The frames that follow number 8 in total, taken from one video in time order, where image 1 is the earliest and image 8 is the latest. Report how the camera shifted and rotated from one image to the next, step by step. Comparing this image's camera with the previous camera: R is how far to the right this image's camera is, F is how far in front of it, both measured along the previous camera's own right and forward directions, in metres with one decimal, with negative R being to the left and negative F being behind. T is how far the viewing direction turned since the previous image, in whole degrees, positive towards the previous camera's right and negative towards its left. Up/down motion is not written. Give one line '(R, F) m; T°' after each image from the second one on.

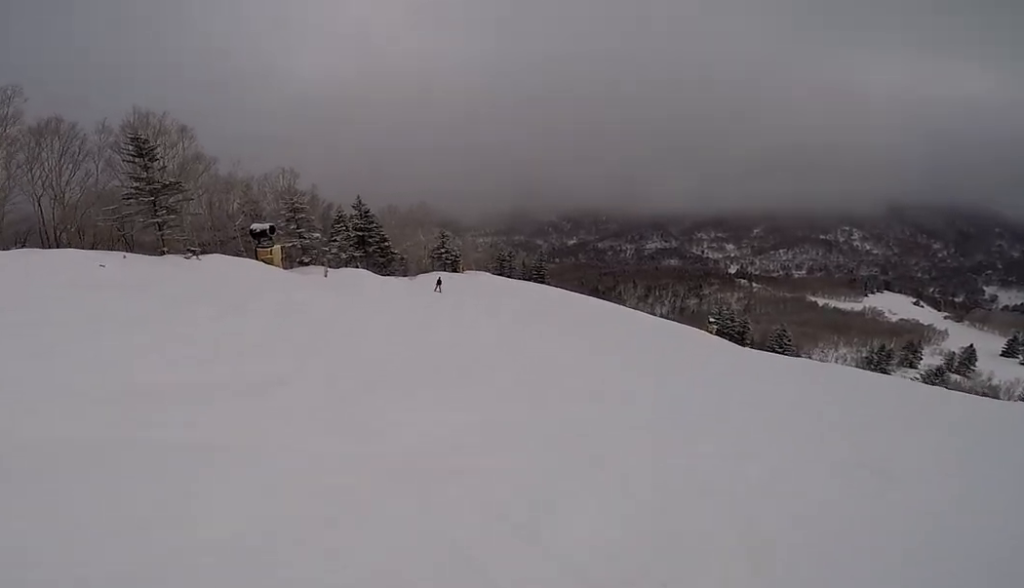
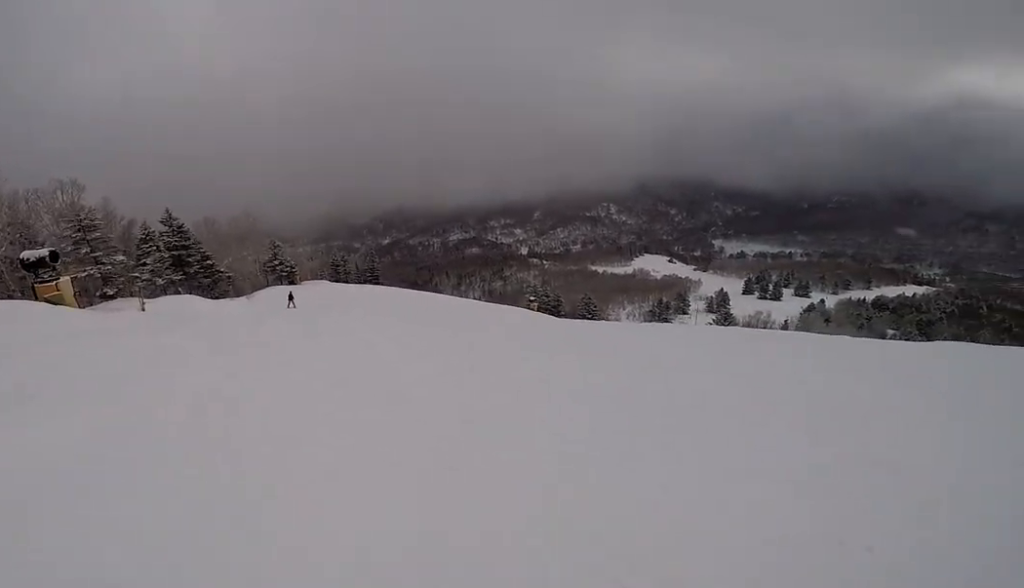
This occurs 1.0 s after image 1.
(+0.1, +5.7) m; +12°
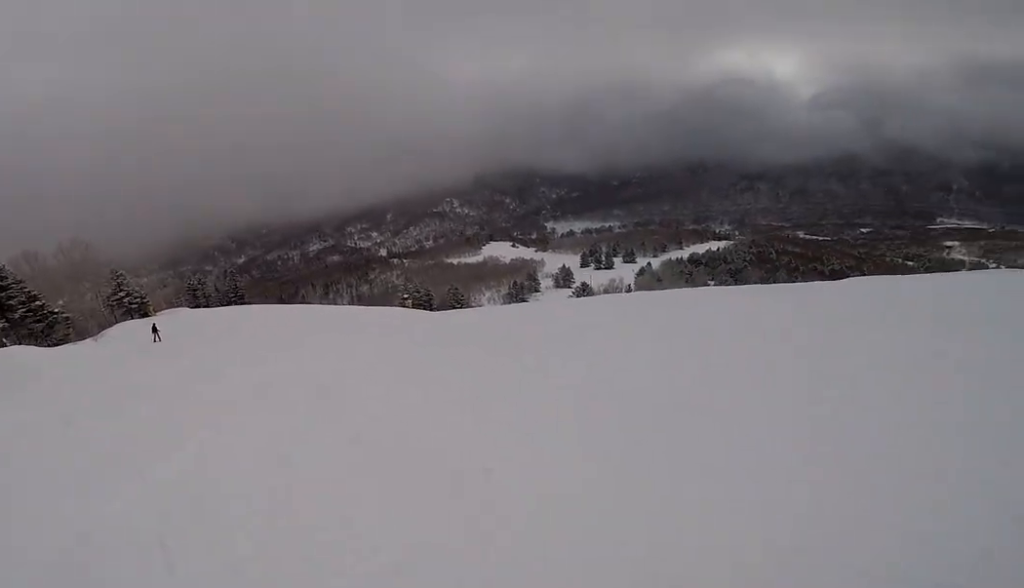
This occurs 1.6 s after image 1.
(-0.4, +3.1) m; +12°
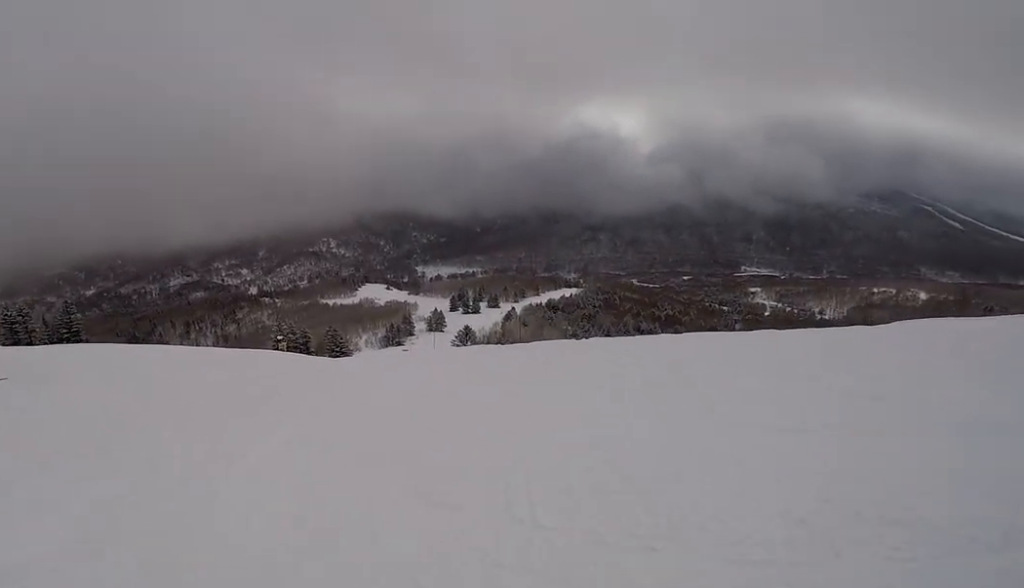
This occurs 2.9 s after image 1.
(+3.0, +6.3) m; +15°
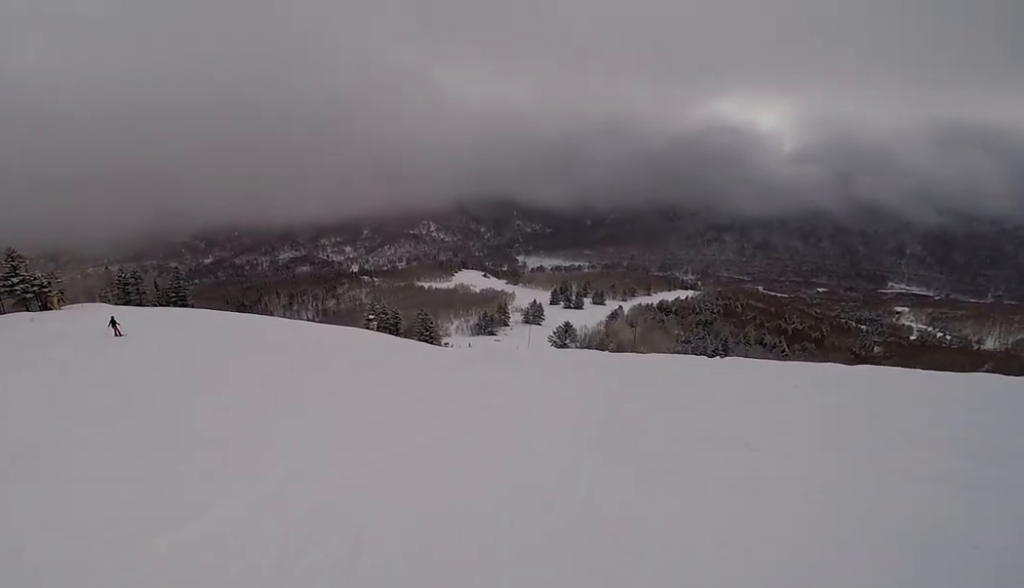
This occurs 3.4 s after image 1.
(+0.2, +2.6) m; -8°
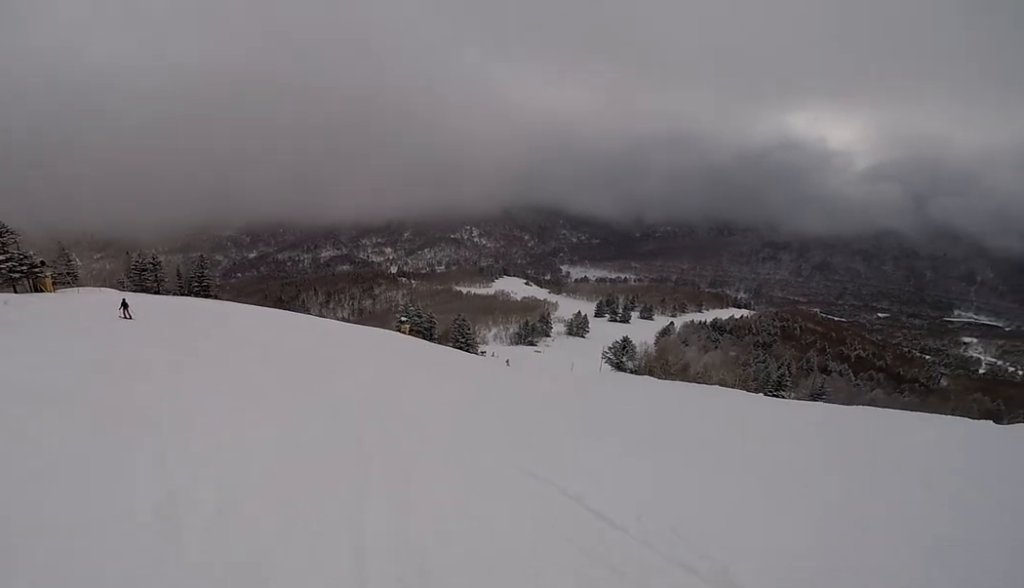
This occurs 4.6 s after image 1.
(-1.7, +6.9) m; -18°
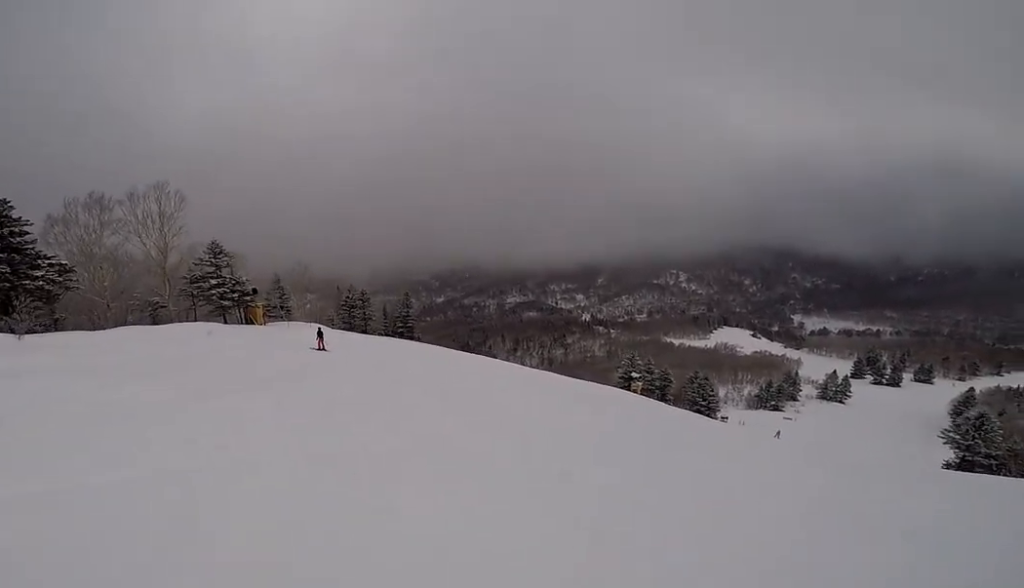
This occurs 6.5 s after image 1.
(-2.6, +10.0) m; -13°
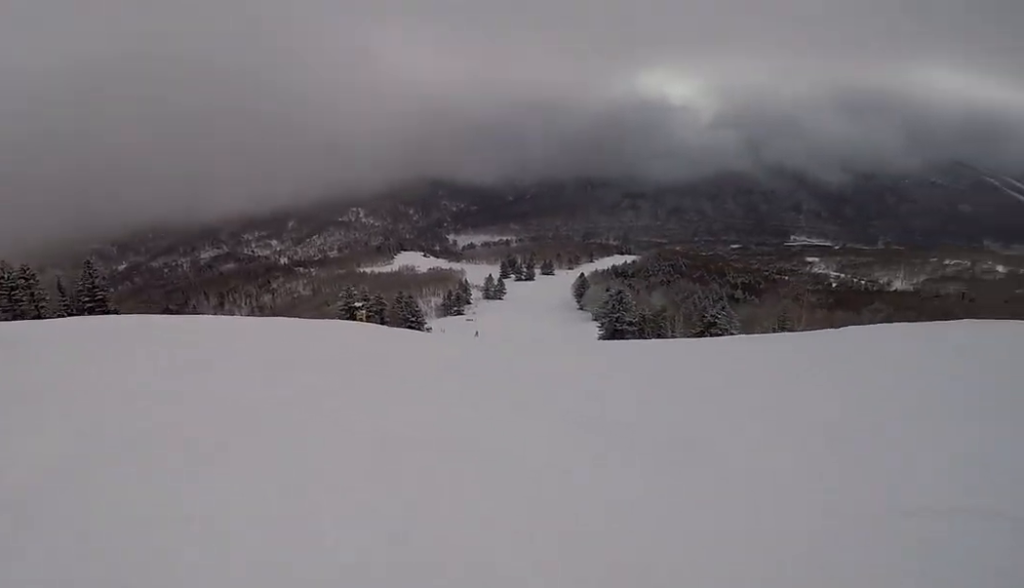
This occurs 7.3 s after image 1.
(+1.2, +4.3) m; +26°
